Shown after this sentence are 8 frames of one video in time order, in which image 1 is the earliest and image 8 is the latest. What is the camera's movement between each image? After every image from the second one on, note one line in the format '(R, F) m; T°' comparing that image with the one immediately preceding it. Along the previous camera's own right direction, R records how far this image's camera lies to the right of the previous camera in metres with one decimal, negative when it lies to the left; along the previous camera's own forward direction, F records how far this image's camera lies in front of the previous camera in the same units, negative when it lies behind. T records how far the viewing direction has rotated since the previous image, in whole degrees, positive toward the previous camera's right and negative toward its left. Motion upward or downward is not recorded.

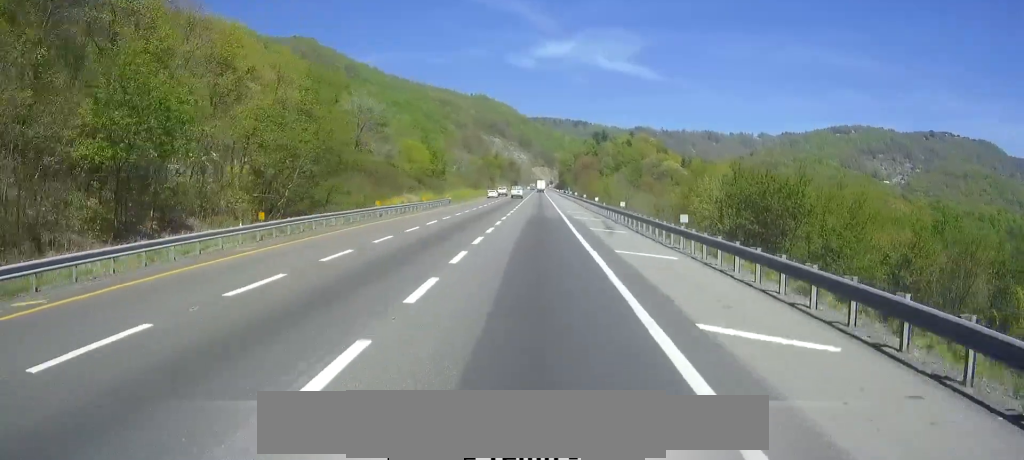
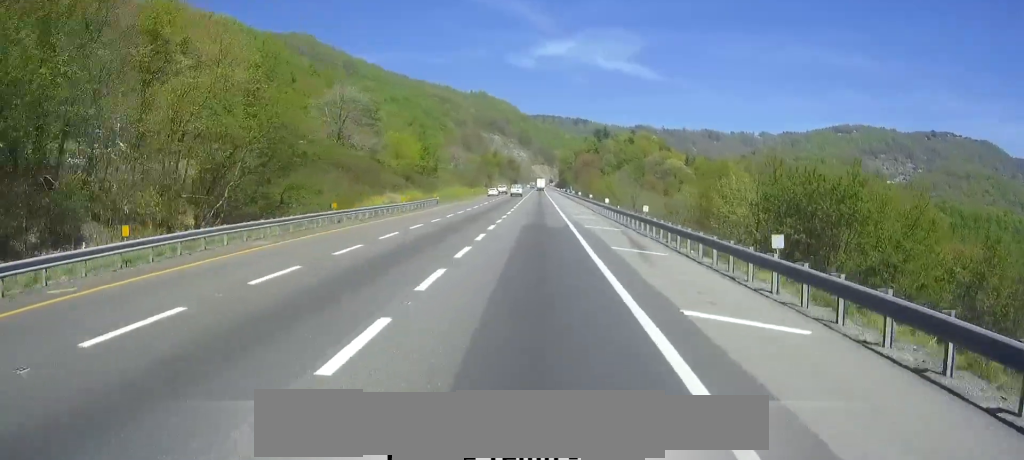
(0.0, +10.9) m; 0°
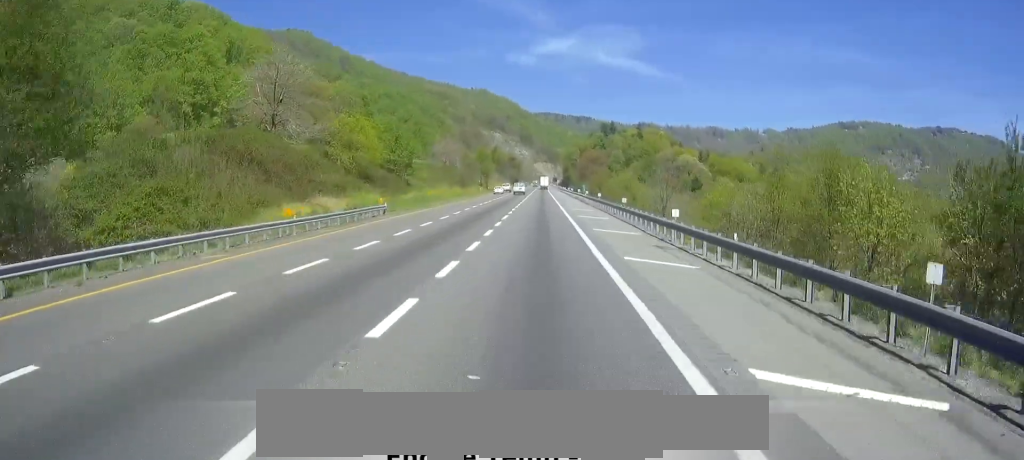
(+0.1, +28.6) m; 0°
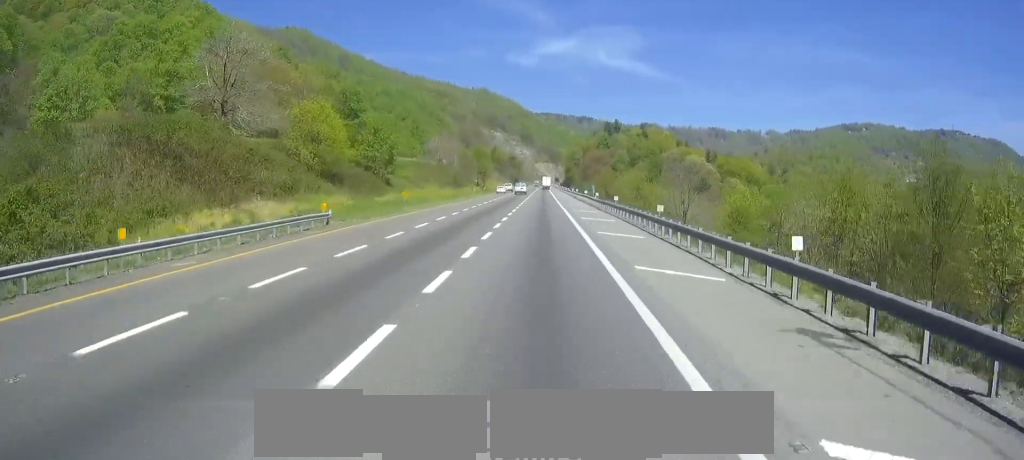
(-0.2, +14.4) m; 0°
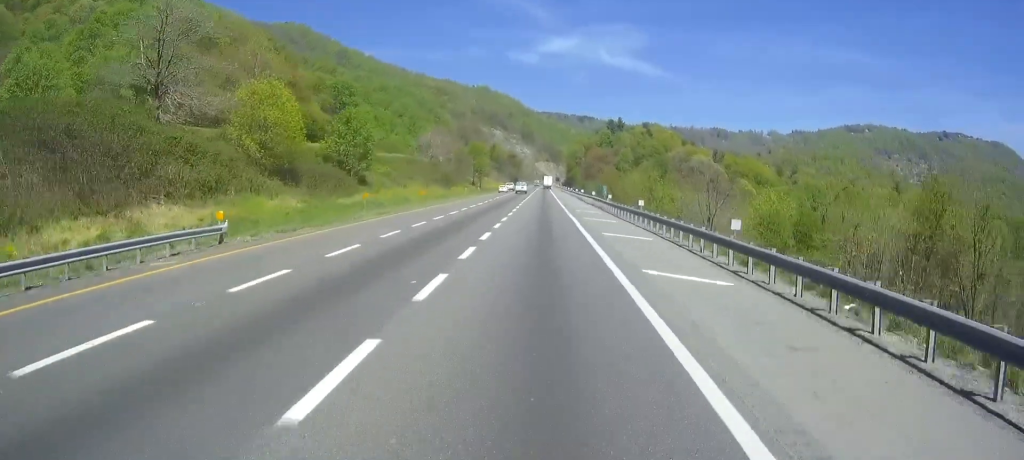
(0.0, +13.5) m; 0°
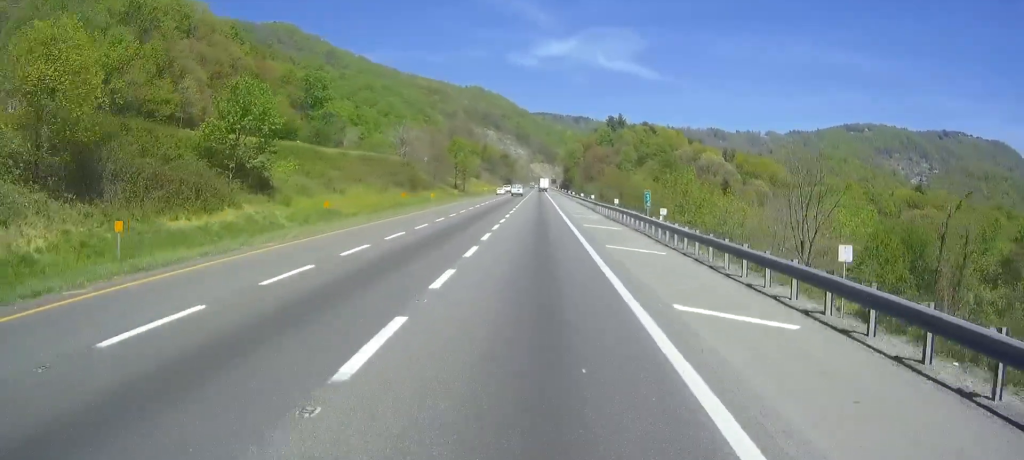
(0.0, +28.8) m; 0°
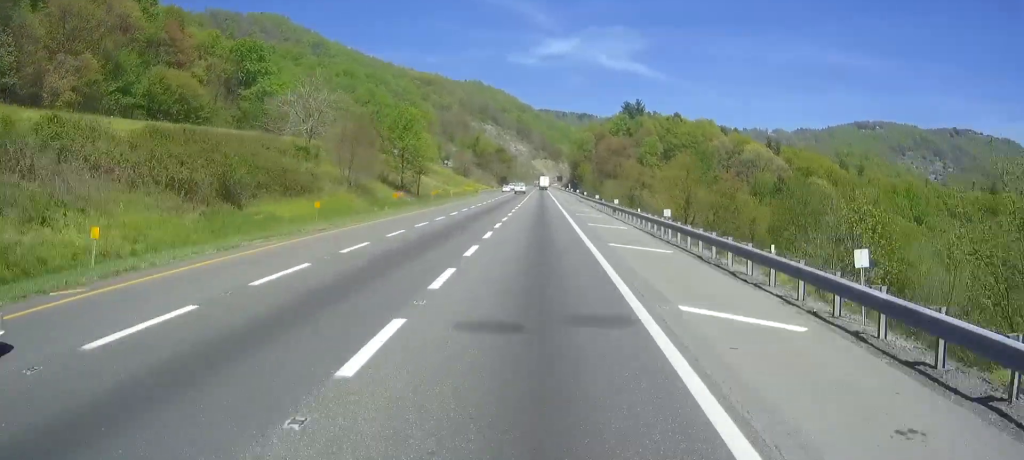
(-0.3, +61.9) m; -1°
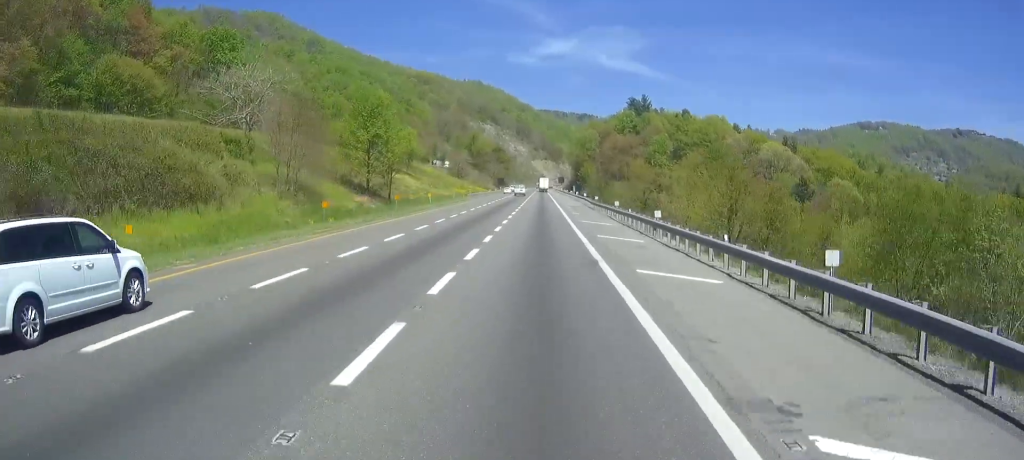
(0.0, +18.7) m; +1°
